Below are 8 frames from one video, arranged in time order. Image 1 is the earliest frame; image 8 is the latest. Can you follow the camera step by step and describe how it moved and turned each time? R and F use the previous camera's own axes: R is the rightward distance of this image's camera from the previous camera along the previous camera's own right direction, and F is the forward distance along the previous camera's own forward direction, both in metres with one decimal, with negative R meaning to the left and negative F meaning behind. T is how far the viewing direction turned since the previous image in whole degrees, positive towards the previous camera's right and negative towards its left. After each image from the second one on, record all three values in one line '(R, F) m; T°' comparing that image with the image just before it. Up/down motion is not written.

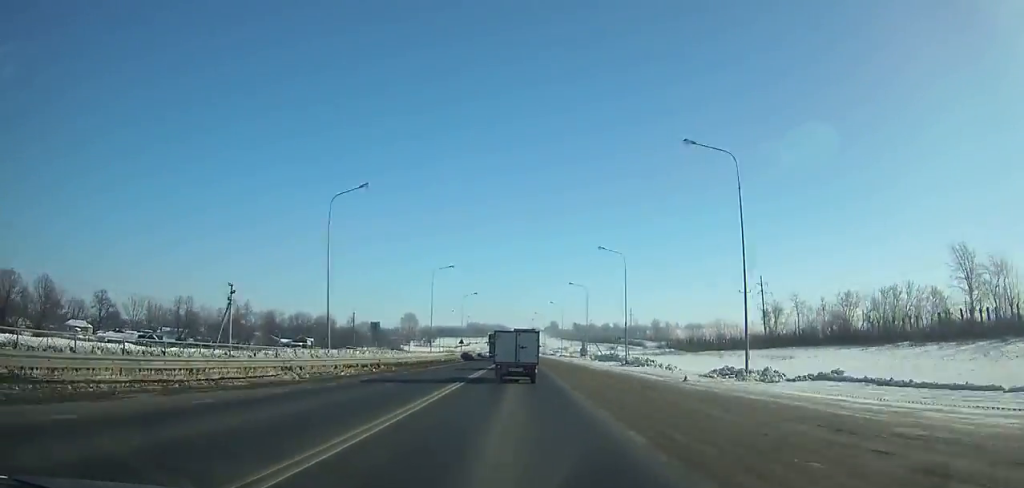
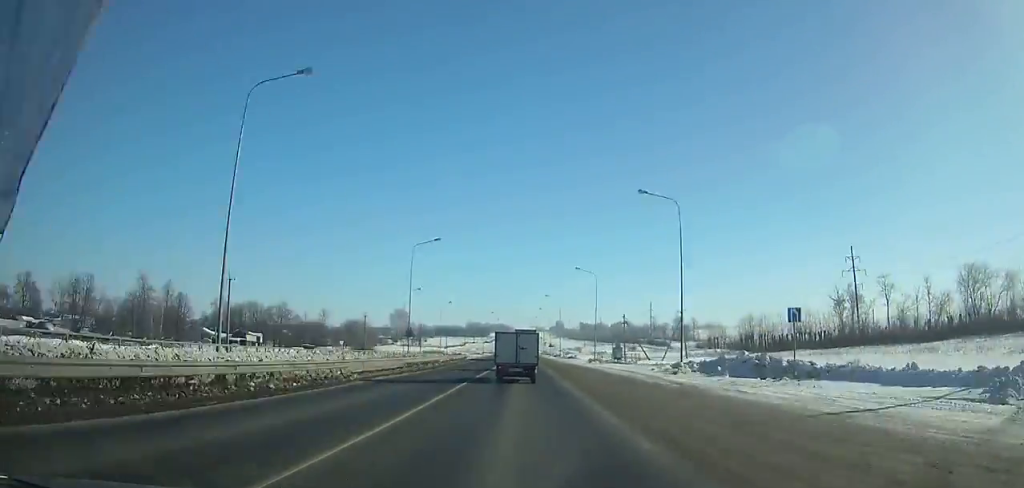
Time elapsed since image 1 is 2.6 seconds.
(-0.1, +50.2) m; 0°
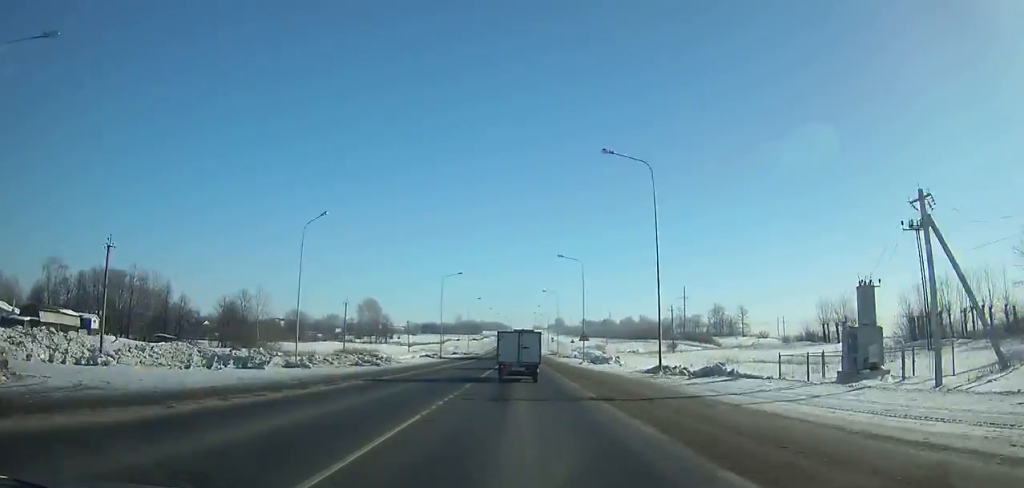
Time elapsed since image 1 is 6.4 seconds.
(-0.3, +74.4) m; 0°
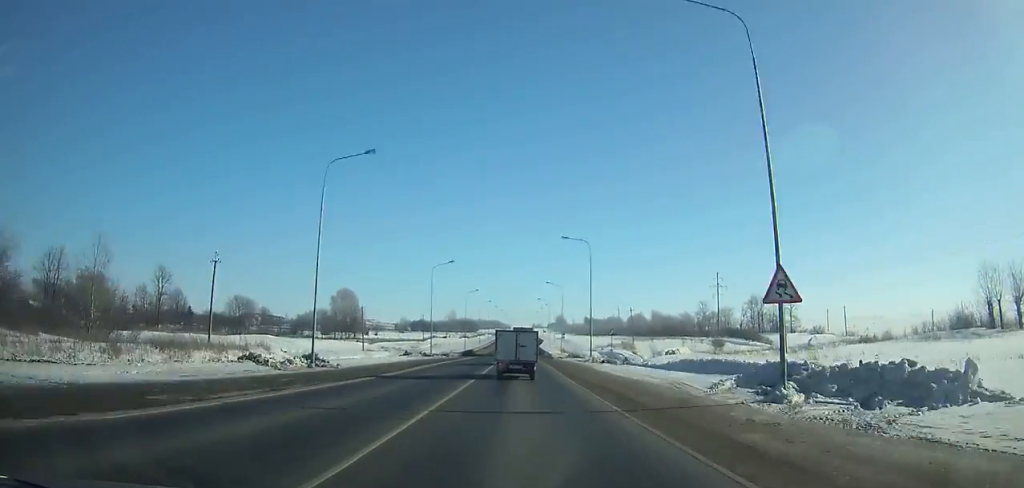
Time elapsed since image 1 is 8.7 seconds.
(+0.2, +46.3) m; 0°
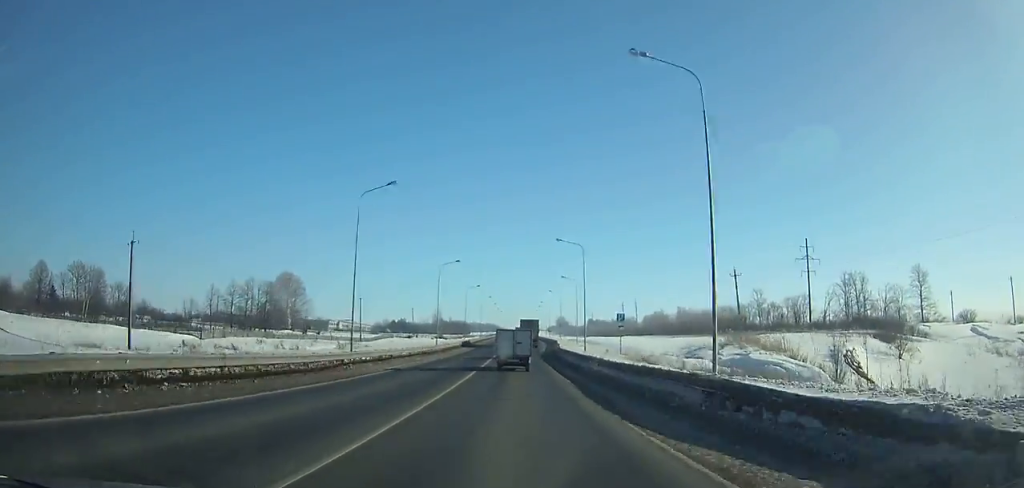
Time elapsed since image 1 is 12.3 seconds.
(-0.1, +75.4) m; 0°
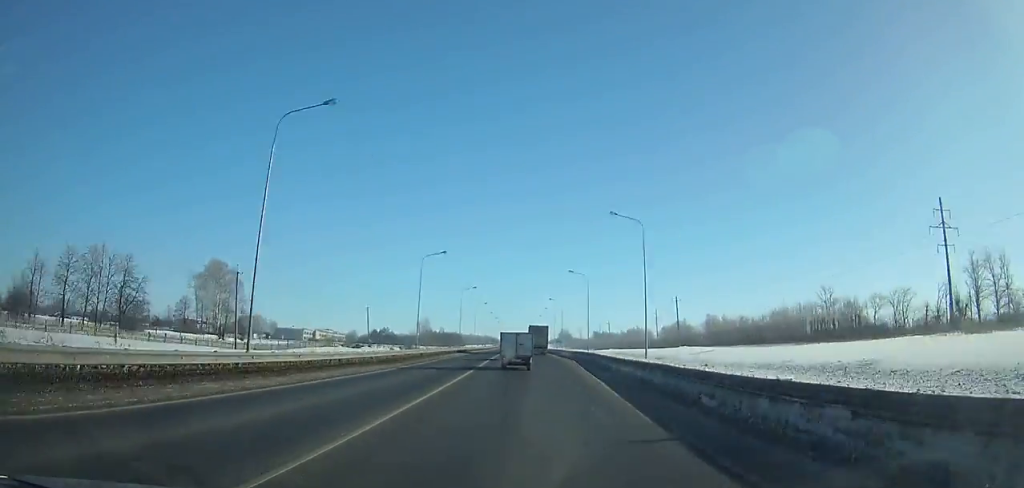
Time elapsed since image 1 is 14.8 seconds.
(+0.1, +56.3) m; 0°
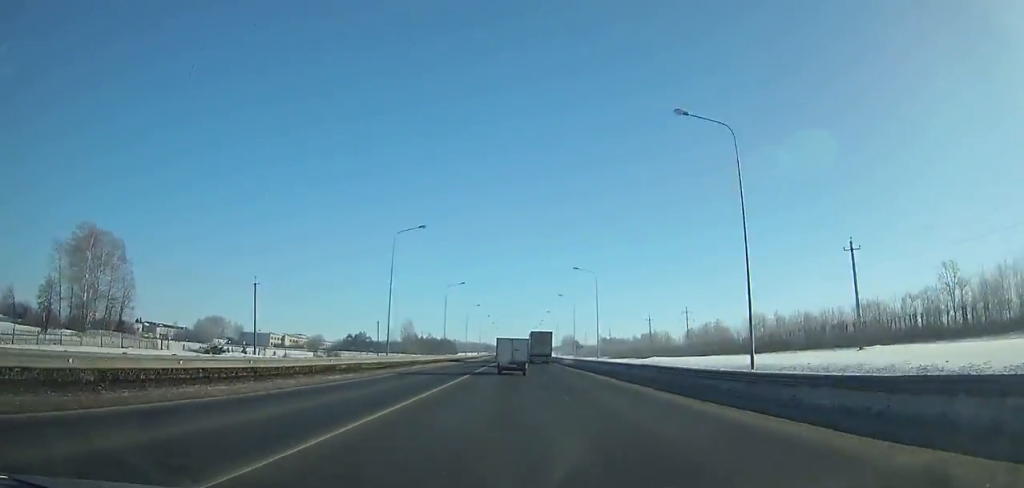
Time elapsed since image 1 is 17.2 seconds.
(0.0, +57.1) m; 0°
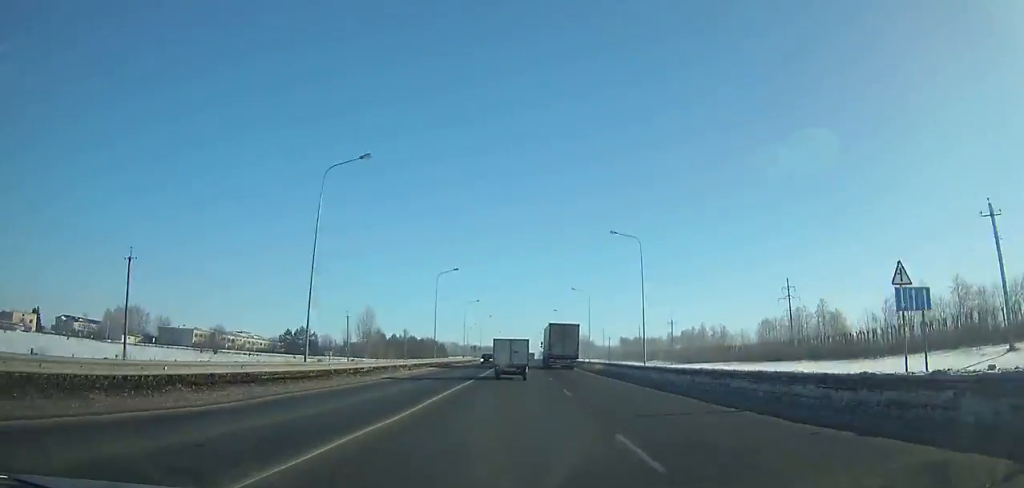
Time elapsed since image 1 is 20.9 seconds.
(-0.2, +92.9) m; 0°
